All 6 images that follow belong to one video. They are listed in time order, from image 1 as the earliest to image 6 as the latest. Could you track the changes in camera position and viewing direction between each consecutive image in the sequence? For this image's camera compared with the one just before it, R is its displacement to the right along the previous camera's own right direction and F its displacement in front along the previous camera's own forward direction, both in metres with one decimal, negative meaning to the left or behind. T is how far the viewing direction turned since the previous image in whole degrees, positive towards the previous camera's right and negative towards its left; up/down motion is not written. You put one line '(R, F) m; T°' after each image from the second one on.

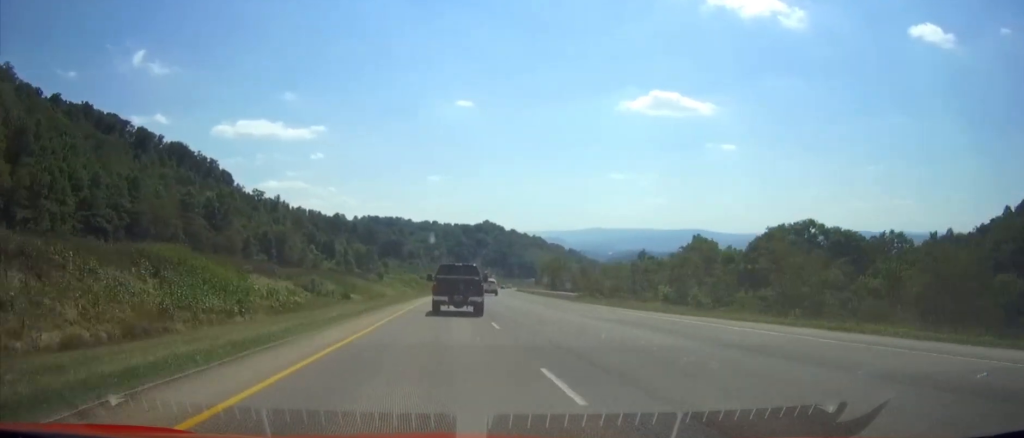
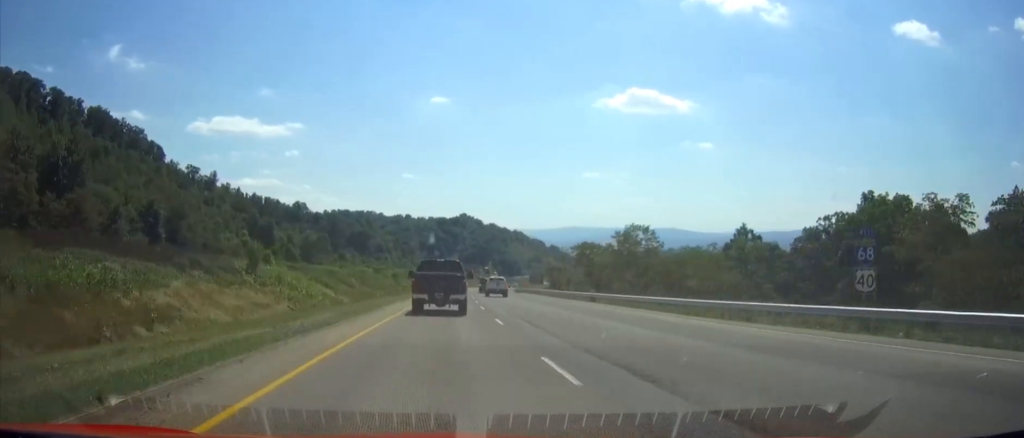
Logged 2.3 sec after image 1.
(+1.6, +71.3) m; +3°
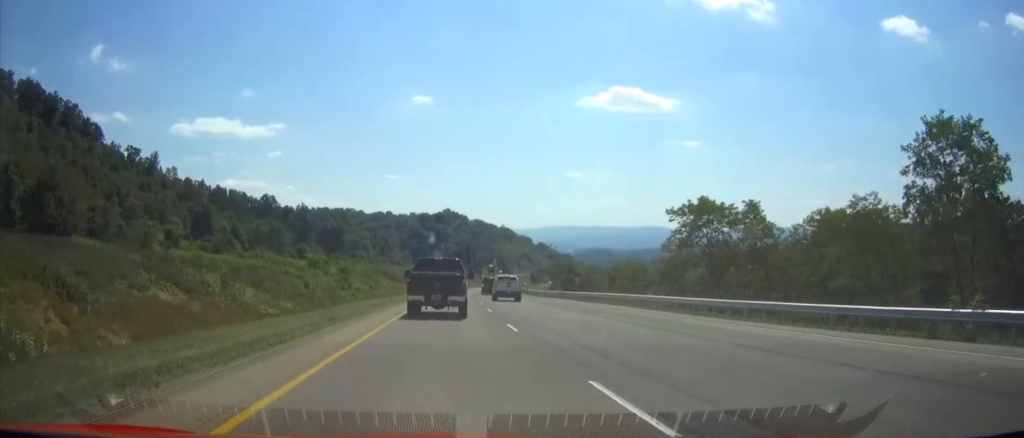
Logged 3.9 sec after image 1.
(+0.5, +51.1) m; +1°
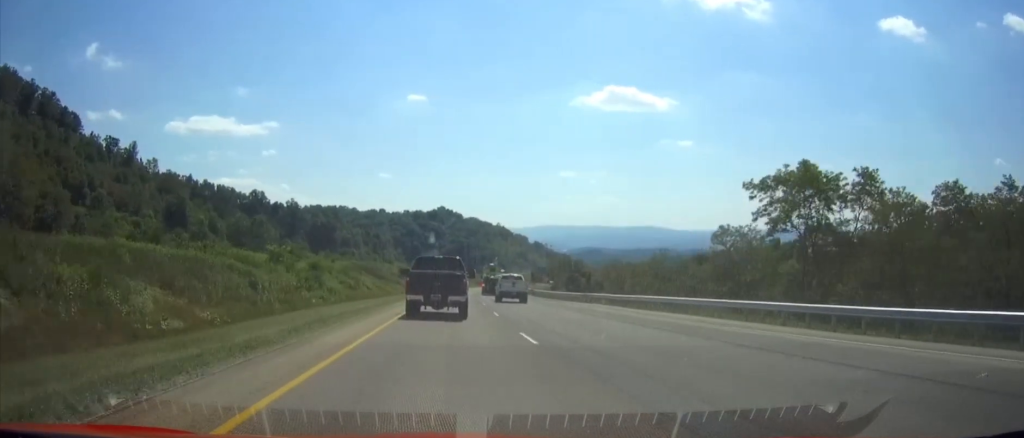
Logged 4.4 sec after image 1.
(+0.1, +15.5) m; +1°
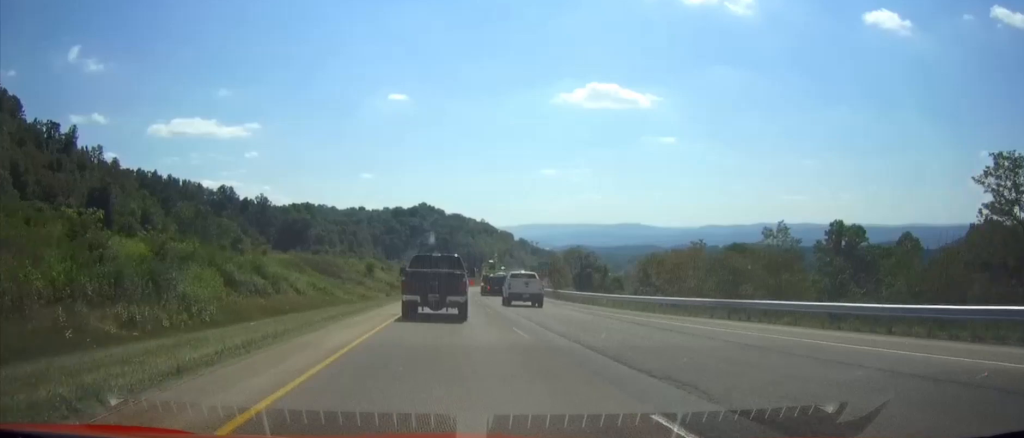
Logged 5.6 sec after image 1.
(+0.4, +34.9) m; +1°
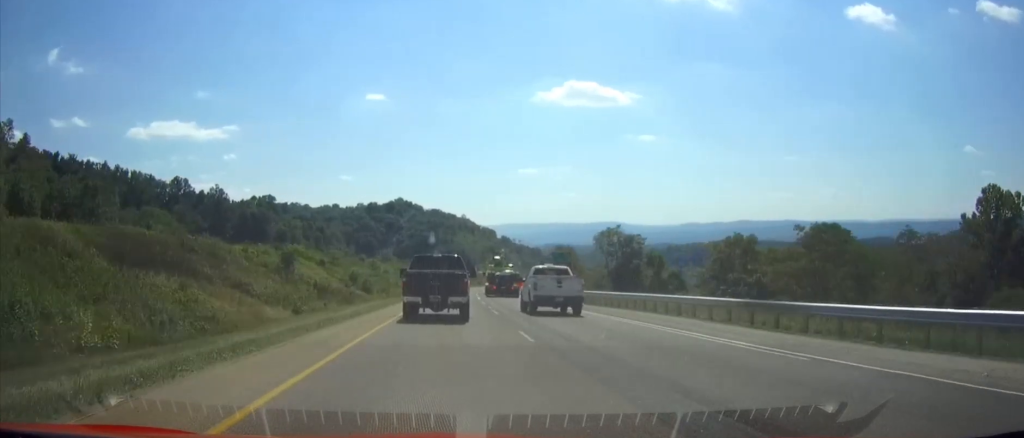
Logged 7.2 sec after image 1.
(+0.8, +50.1) m; +1°
